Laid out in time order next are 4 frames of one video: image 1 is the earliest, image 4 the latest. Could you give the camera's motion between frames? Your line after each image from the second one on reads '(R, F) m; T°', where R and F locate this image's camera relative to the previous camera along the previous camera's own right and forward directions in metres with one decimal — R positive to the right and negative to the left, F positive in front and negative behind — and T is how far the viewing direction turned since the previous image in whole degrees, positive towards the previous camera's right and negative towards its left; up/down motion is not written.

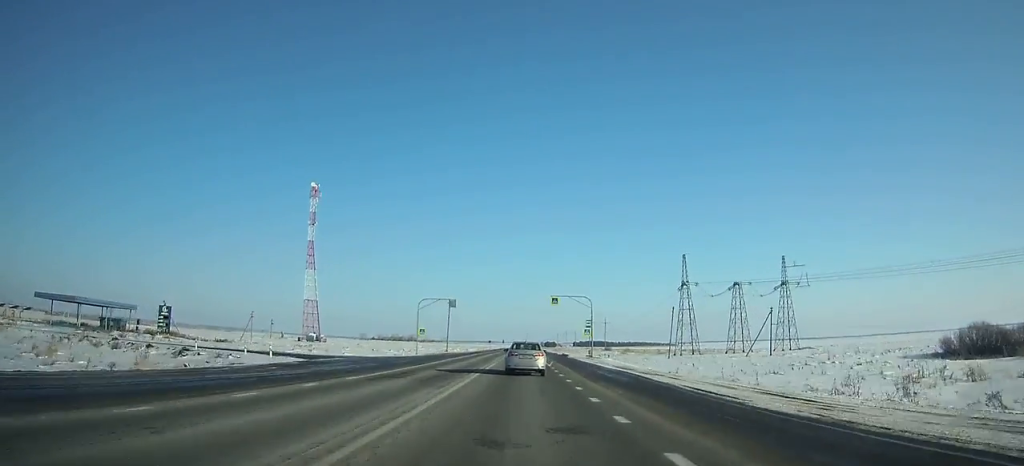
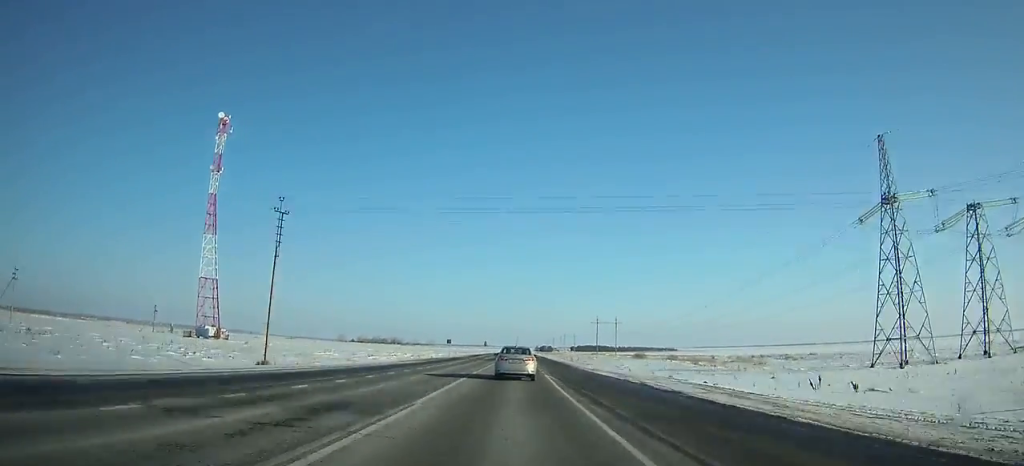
(+0.6, +87.4) m; 0°
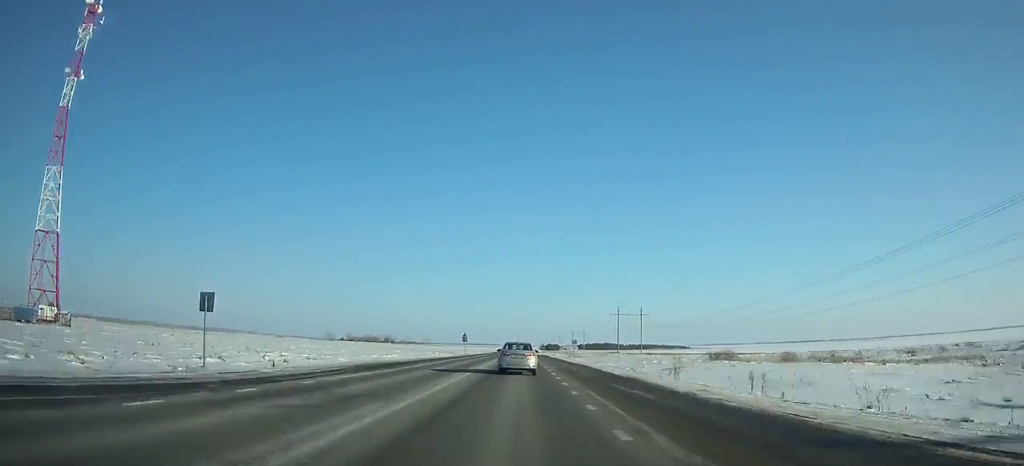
(0.0, +75.7) m; 0°
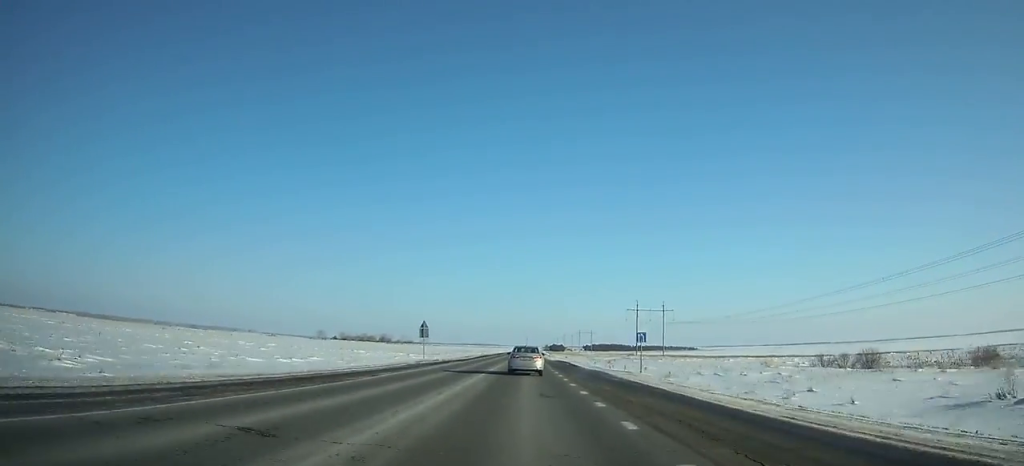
(-0.1, +45.8) m; 0°
